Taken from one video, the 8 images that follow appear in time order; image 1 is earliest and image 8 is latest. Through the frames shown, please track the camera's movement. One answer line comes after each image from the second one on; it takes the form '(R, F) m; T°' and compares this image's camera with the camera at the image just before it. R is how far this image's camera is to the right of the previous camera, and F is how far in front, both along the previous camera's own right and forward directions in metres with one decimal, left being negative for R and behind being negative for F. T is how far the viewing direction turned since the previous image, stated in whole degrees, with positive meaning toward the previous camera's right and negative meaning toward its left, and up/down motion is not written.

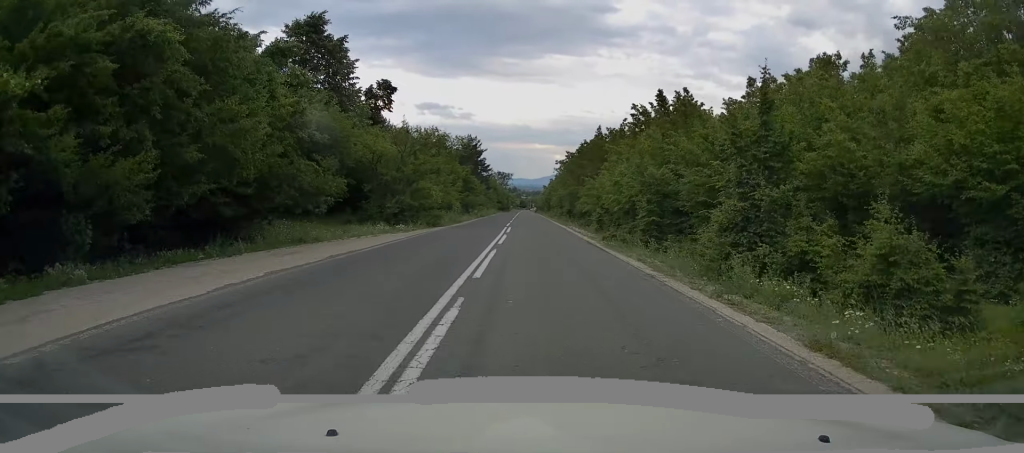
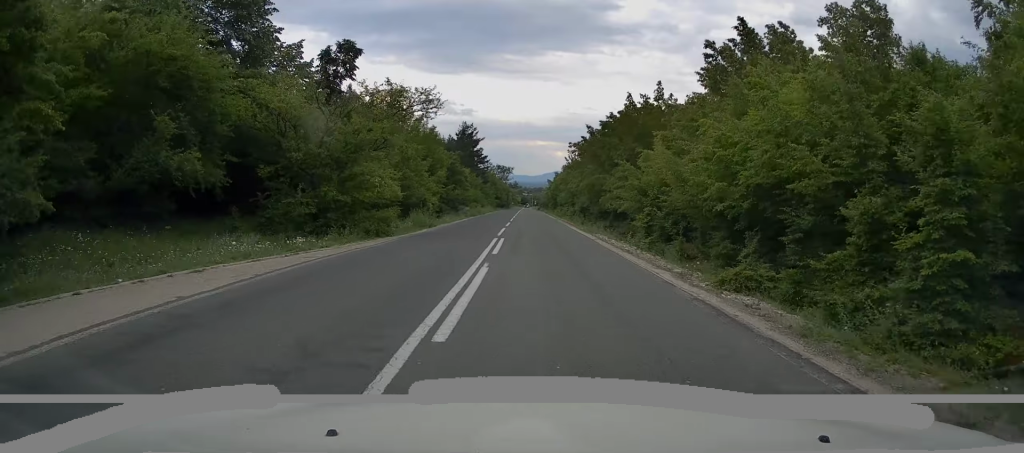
(-0.1, +13.5) m; 0°
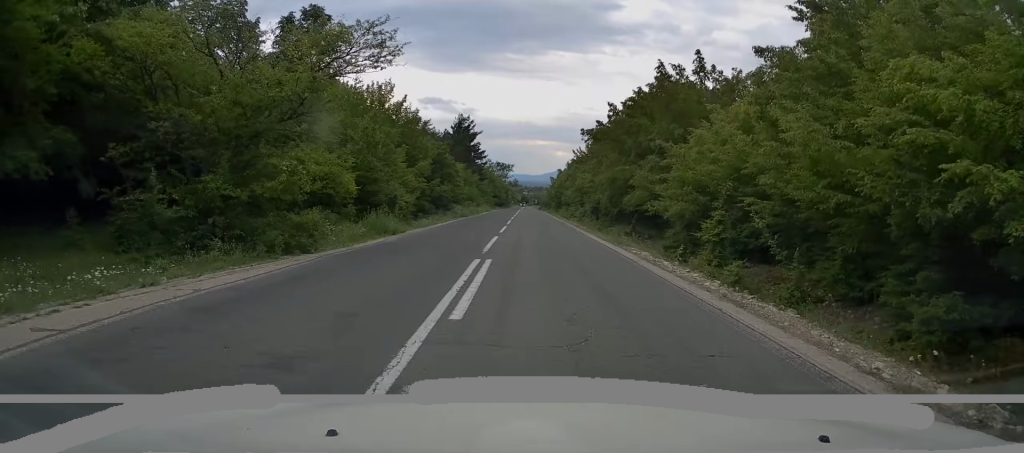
(+0.1, +7.9) m; 0°
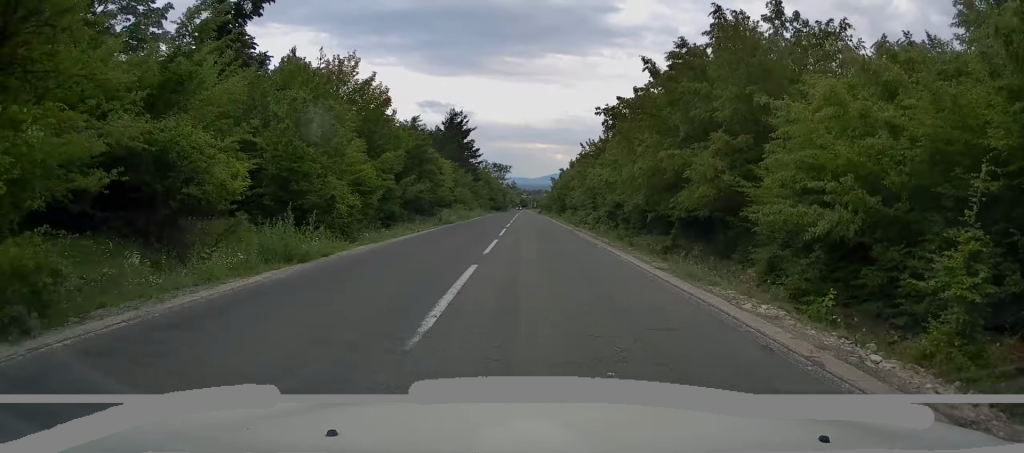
(-0.1, +8.4) m; 0°
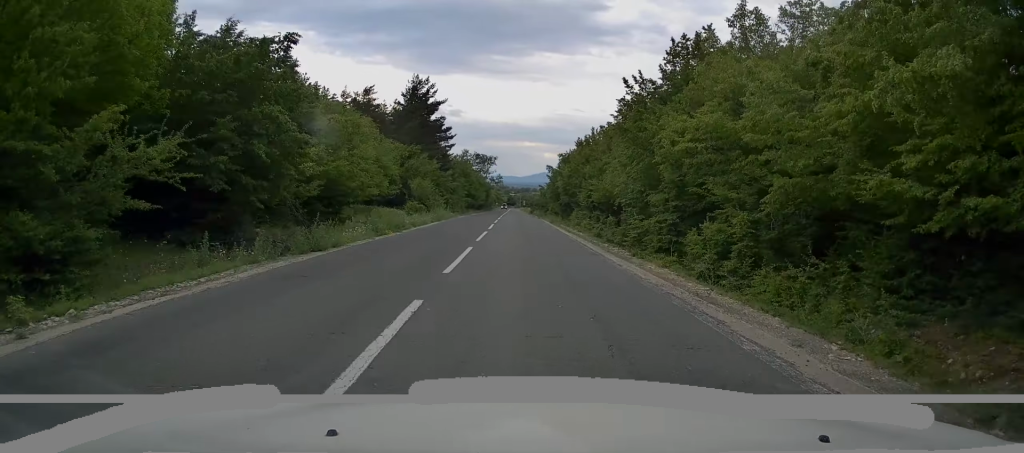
(+0.3, +22.0) m; +1°
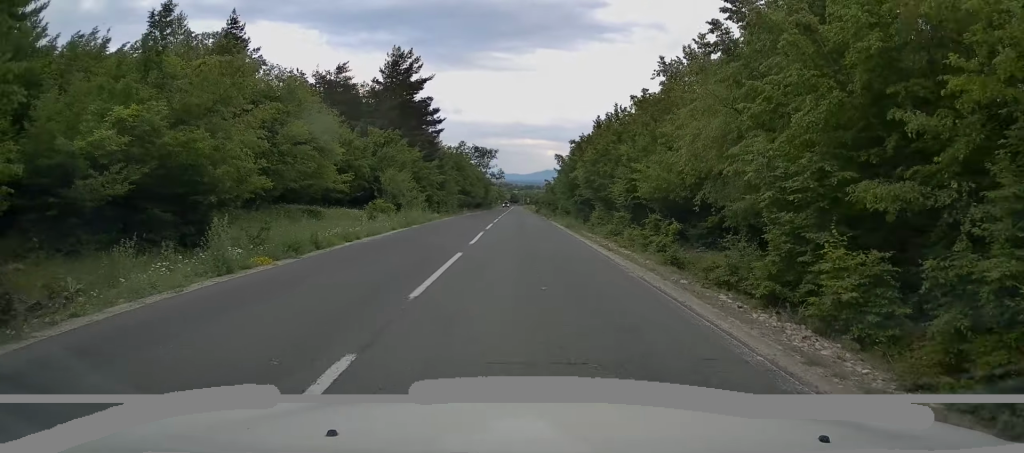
(-0.2, +11.3) m; -1°
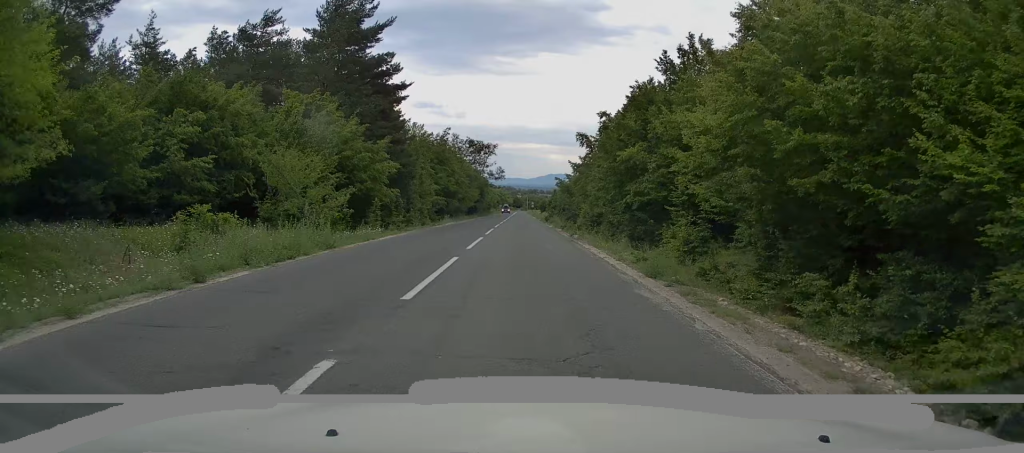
(+0.1, +18.0) m; +1°
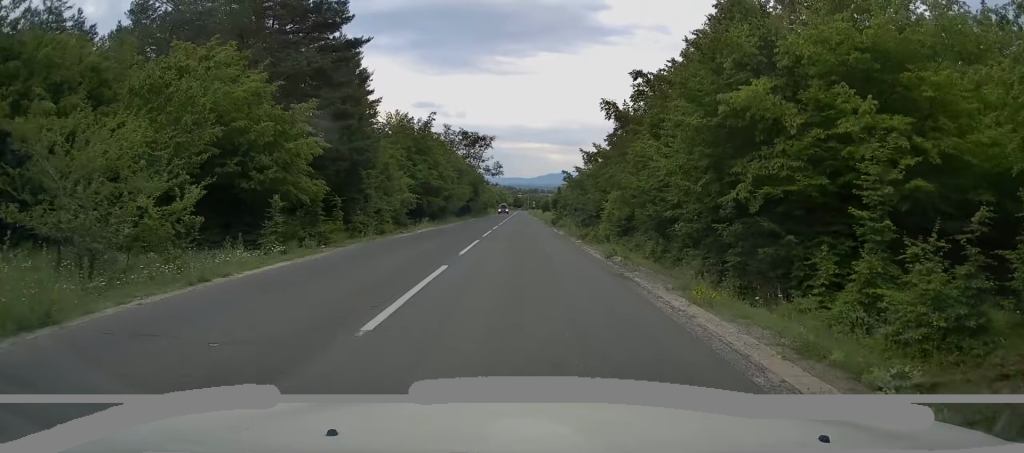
(+0.1, +10.5) m; 0°
